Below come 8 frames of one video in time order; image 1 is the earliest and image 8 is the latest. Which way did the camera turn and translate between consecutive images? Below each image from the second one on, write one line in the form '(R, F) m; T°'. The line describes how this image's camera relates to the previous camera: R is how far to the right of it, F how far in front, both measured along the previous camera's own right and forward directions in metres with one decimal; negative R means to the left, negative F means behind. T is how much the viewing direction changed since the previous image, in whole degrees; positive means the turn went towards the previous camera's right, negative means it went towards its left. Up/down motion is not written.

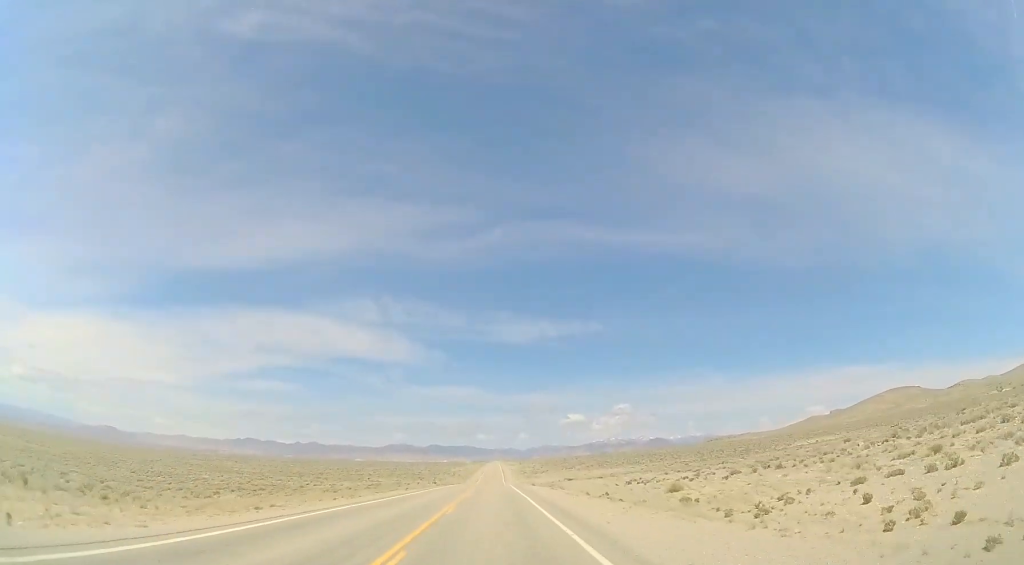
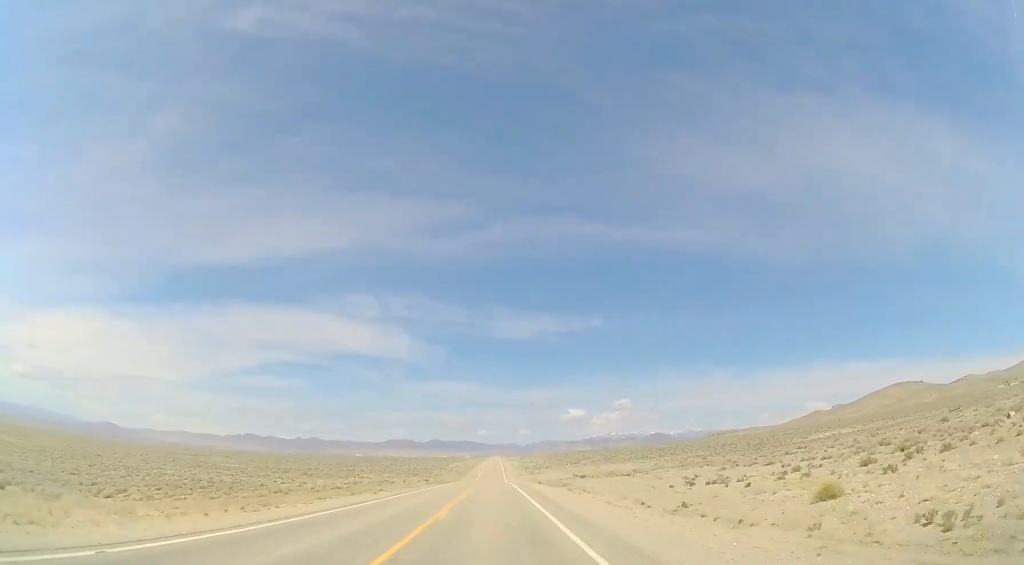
(+0.1, +14.3) m; 0°
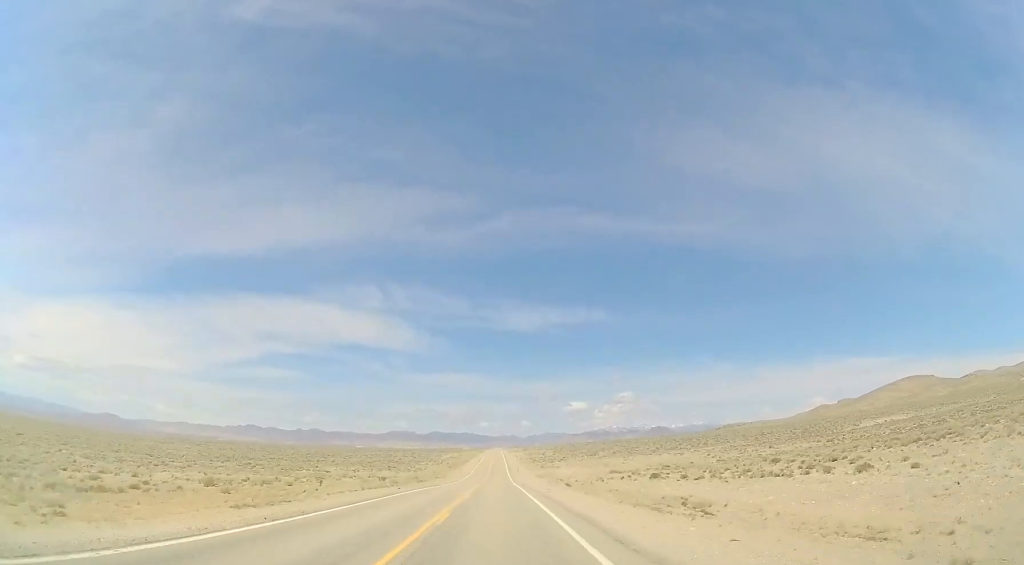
(-0.1, +38.6) m; -1°
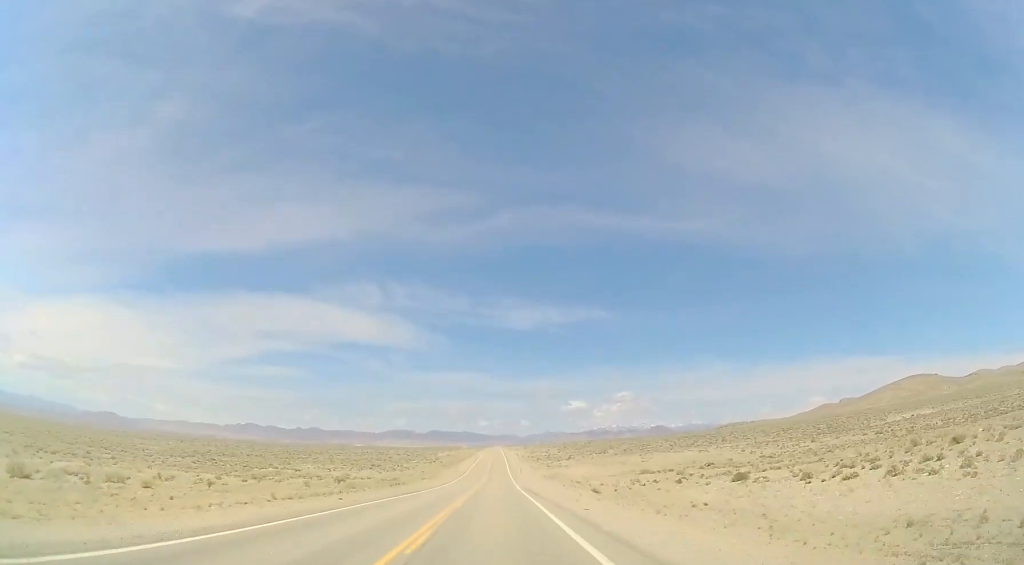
(-0.1, +17.2) m; 0°
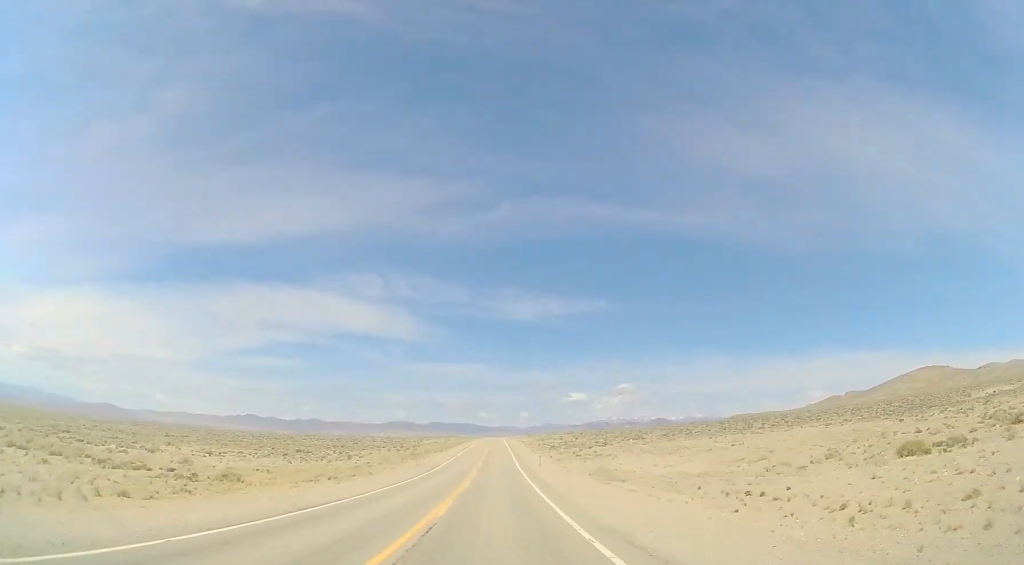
(+0.3, +43.5) m; 0°
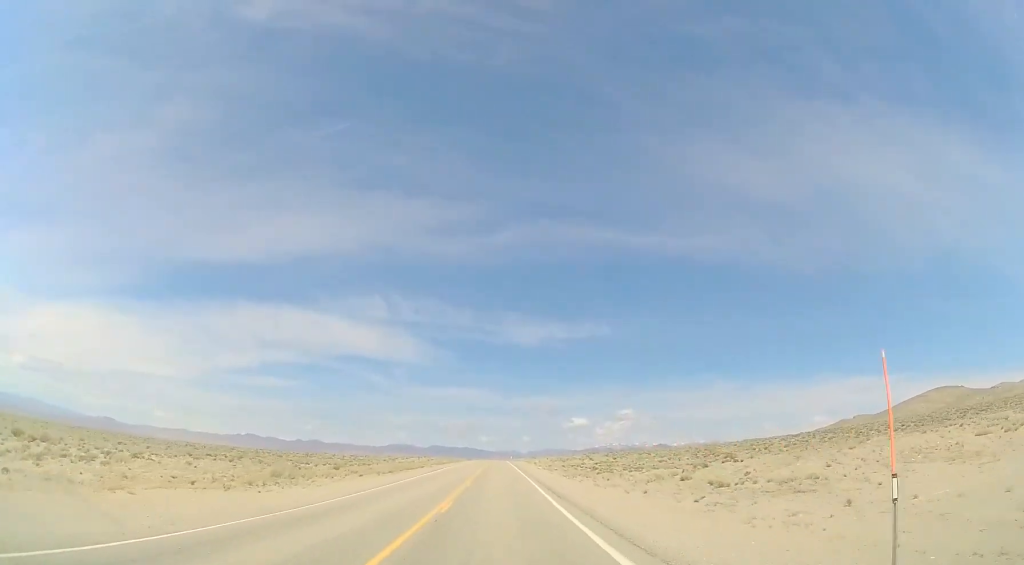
(0.0, +47.6) m; 0°
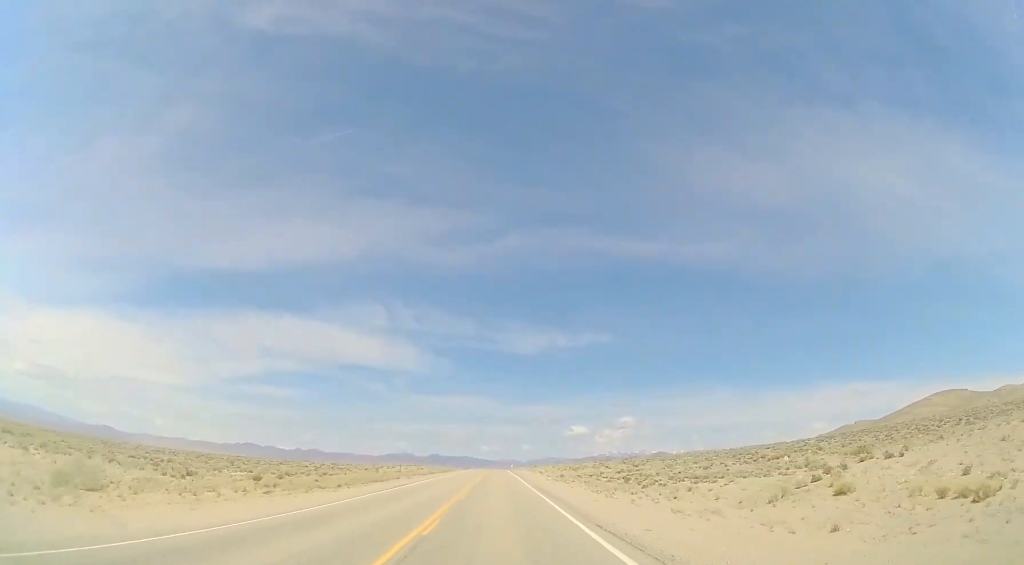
(-0.1, +16.6) m; 0°
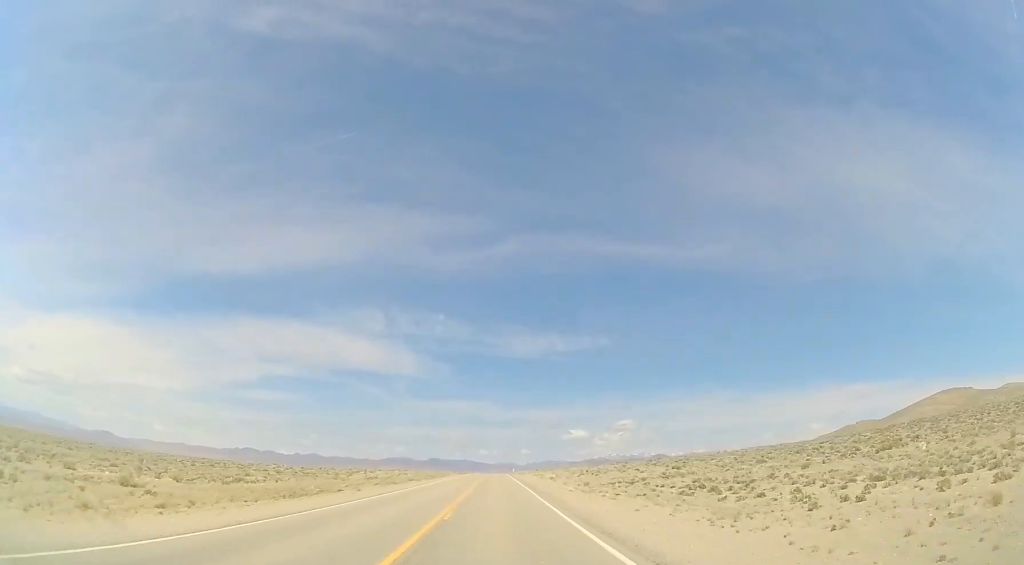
(-0.1, +20.3) m; 0°
